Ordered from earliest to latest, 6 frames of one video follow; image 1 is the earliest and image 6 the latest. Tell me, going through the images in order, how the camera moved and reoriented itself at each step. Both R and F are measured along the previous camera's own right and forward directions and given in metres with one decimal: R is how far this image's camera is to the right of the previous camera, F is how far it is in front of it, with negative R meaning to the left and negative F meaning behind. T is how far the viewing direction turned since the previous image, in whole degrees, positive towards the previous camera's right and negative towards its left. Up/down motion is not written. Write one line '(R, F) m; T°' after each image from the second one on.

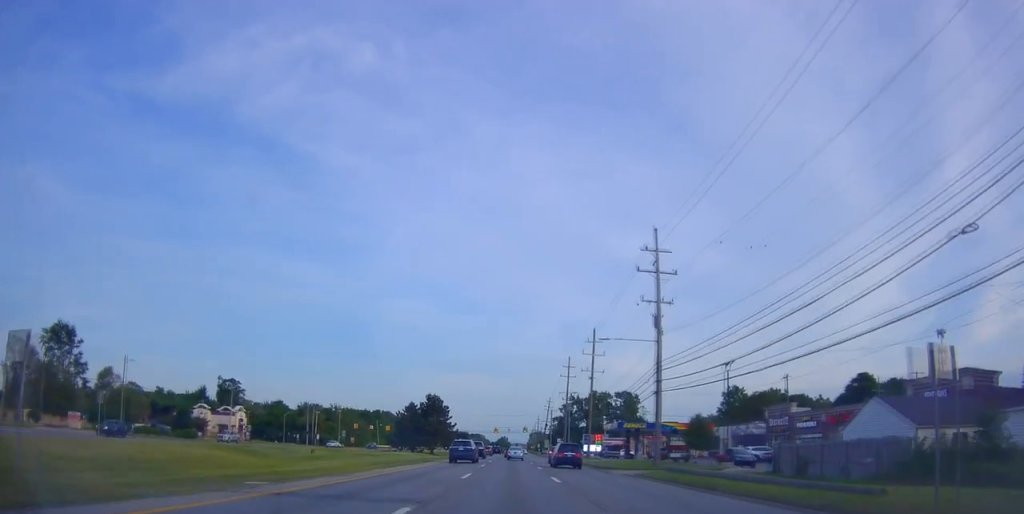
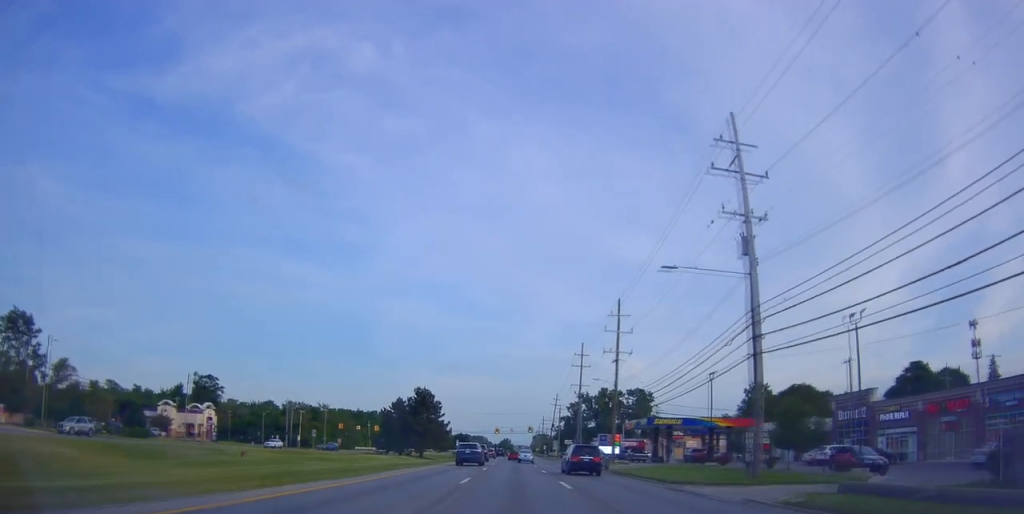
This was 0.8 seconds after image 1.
(0.0, +17.3) m; +1°
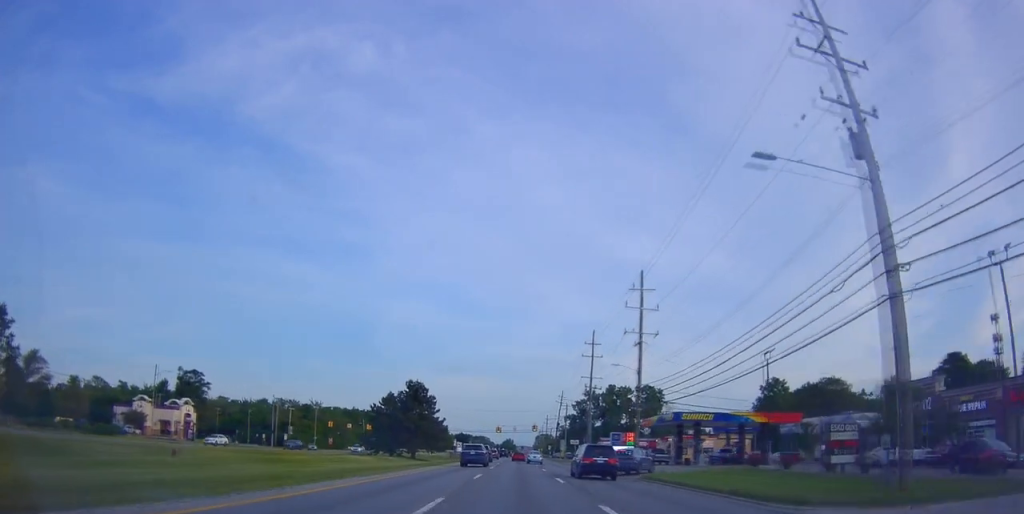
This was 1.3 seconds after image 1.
(+0.1, +10.3) m; -1°
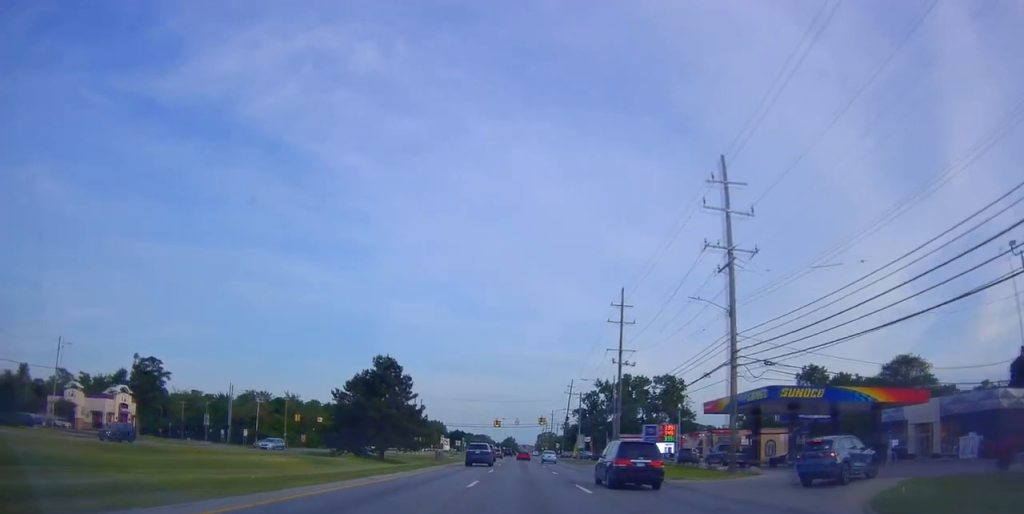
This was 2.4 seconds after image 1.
(-0.4, +22.0) m; -1°
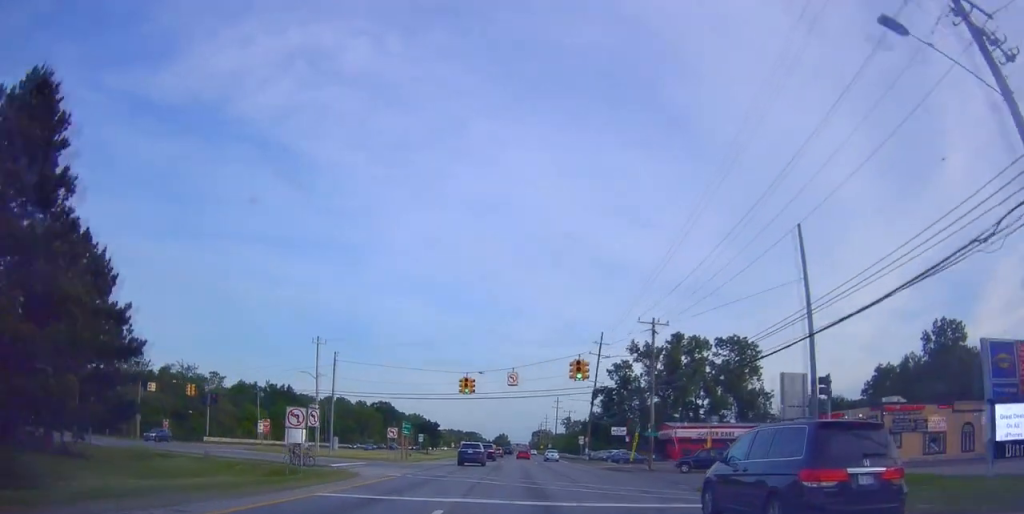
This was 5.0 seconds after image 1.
(+1.2, +54.9) m; +2°
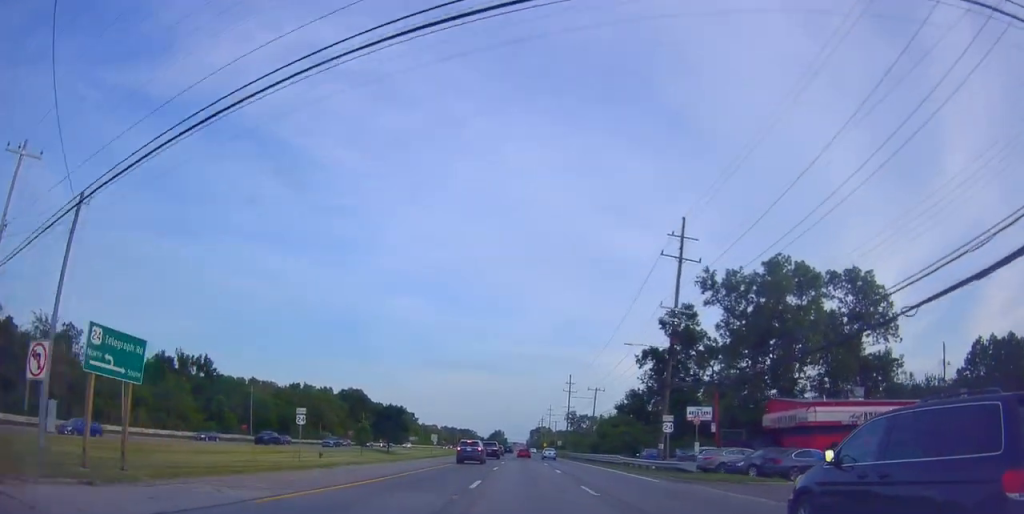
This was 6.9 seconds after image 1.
(+0.8, +43.4) m; +1°
